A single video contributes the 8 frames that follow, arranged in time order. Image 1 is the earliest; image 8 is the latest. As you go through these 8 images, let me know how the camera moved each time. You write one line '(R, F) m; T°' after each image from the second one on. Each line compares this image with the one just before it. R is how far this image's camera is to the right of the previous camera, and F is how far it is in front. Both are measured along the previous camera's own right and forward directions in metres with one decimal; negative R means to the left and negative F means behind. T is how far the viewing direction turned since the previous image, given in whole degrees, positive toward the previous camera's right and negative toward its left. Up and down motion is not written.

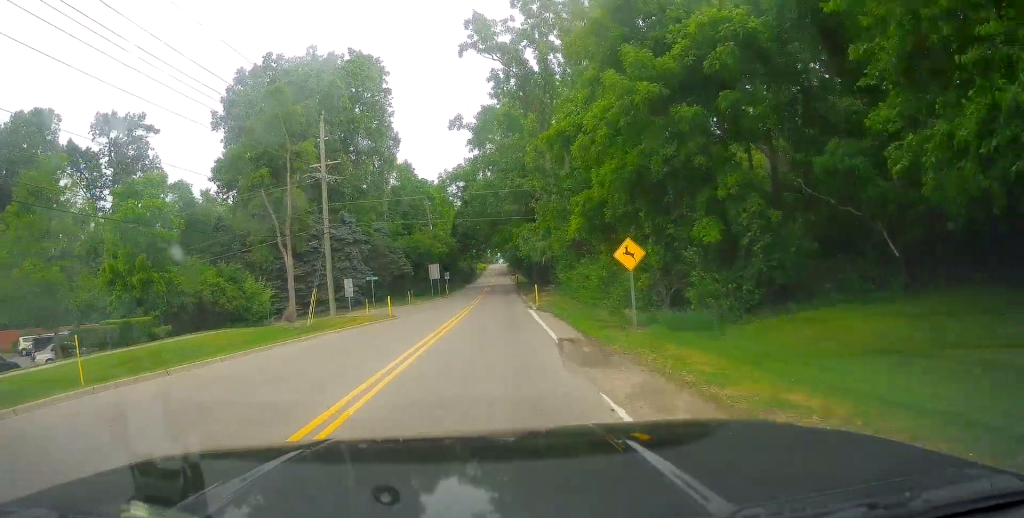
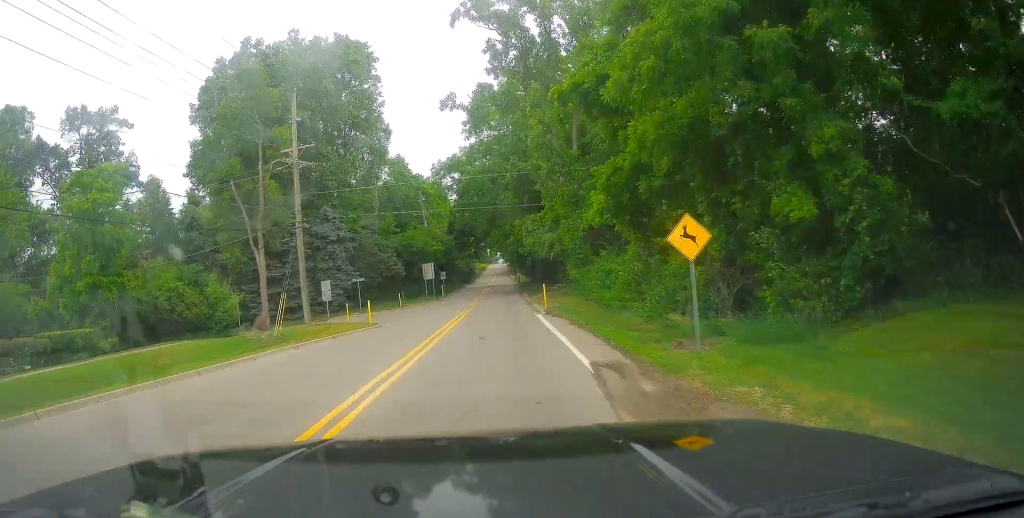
(-0.1, +5.6) m; -1°
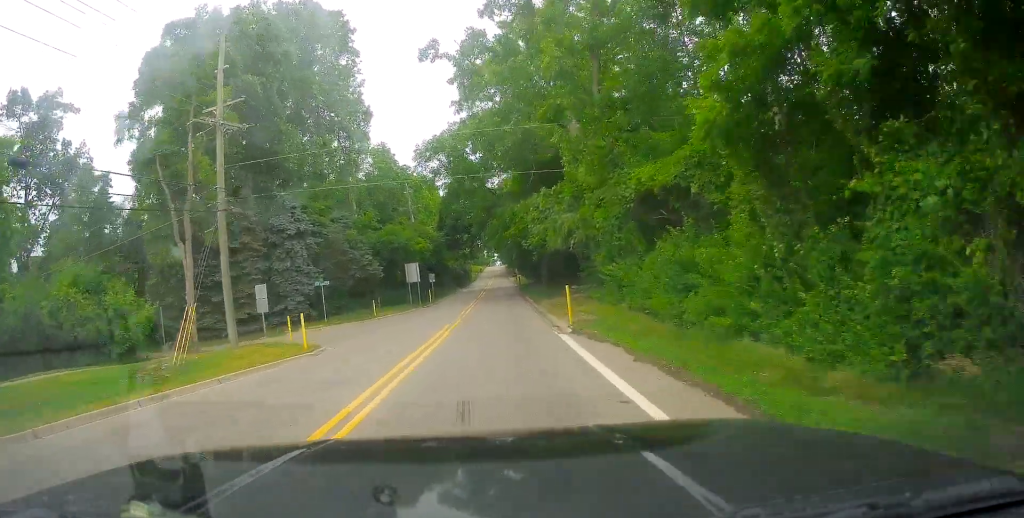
(-0.6, +10.0) m; 0°
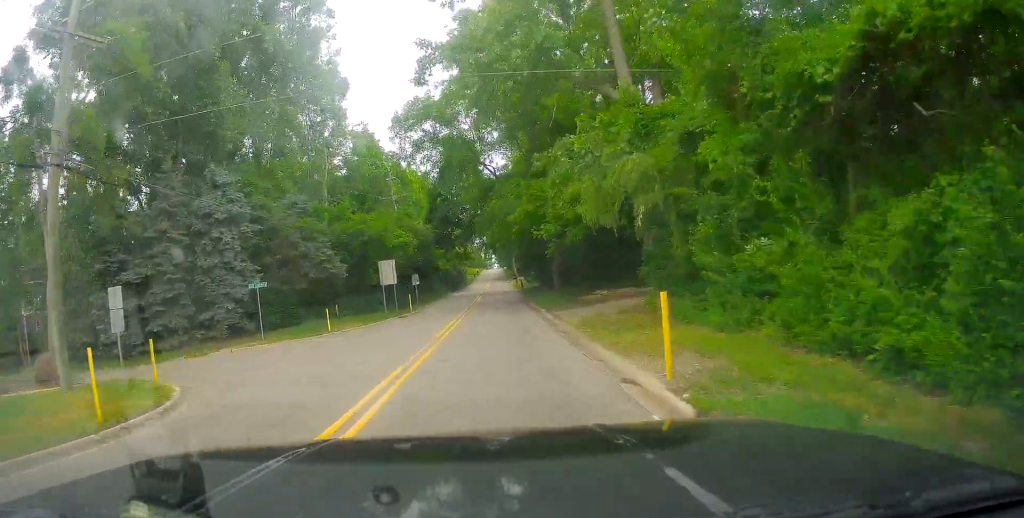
(+0.6, +11.3) m; +2°
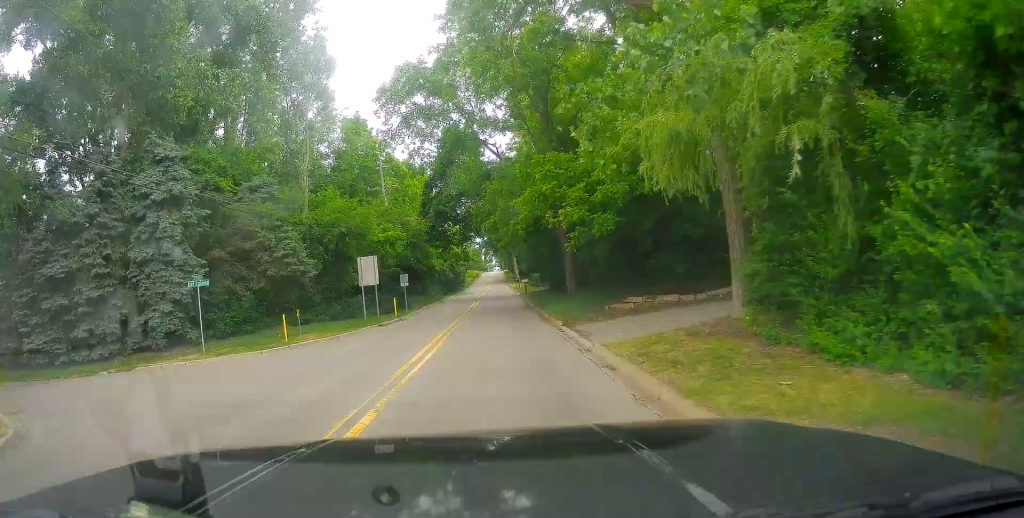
(+0.1, +6.6) m; 0°
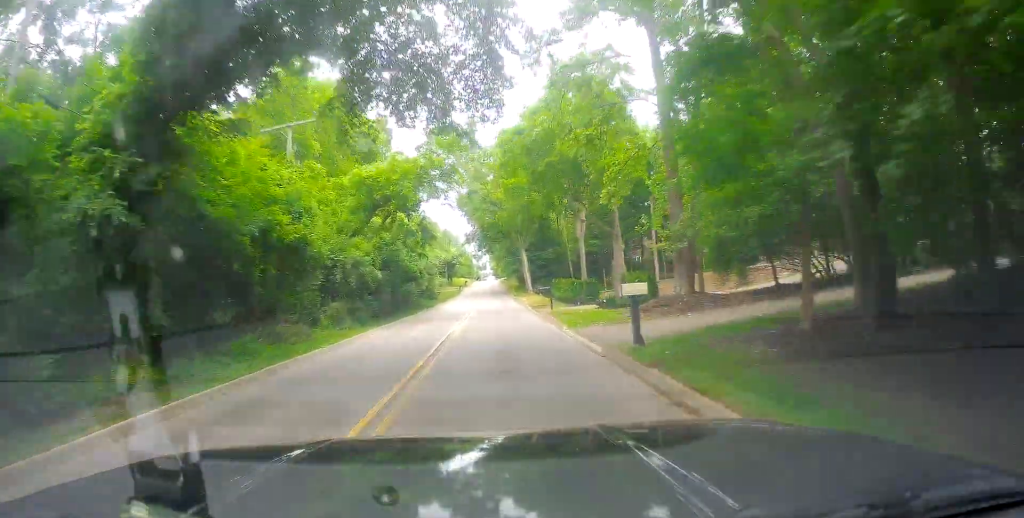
(-0.5, +46.3) m; 0°
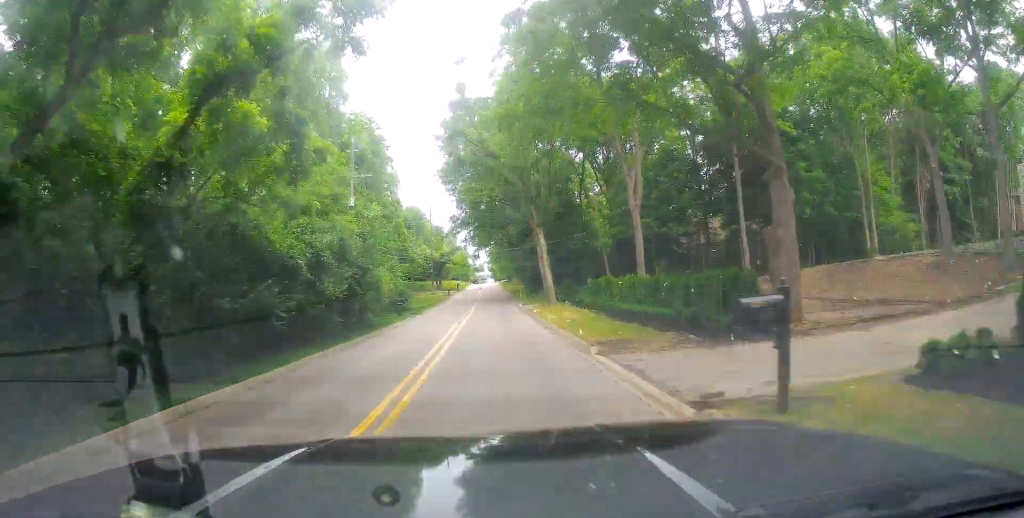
(0.0, +25.5) m; -2°
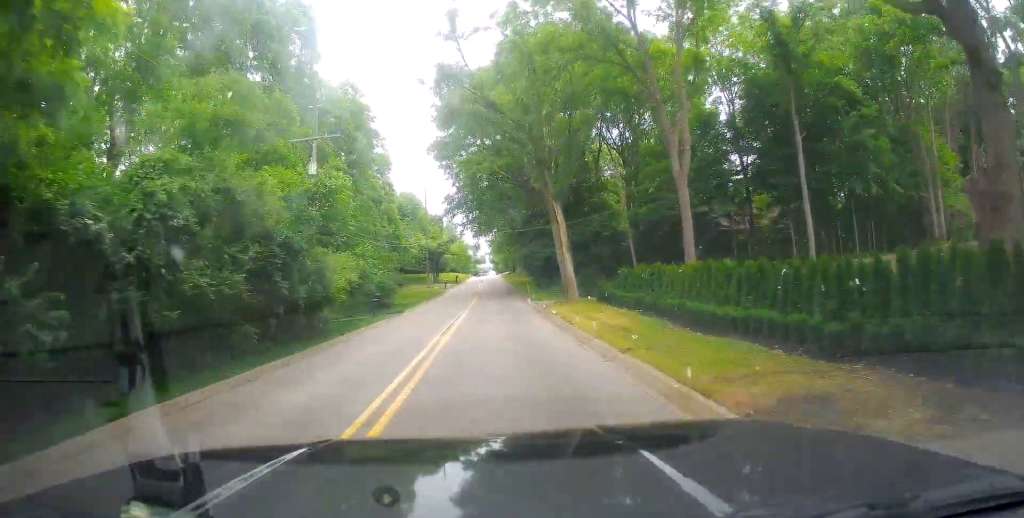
(0.0, +9.5) m; -1°
